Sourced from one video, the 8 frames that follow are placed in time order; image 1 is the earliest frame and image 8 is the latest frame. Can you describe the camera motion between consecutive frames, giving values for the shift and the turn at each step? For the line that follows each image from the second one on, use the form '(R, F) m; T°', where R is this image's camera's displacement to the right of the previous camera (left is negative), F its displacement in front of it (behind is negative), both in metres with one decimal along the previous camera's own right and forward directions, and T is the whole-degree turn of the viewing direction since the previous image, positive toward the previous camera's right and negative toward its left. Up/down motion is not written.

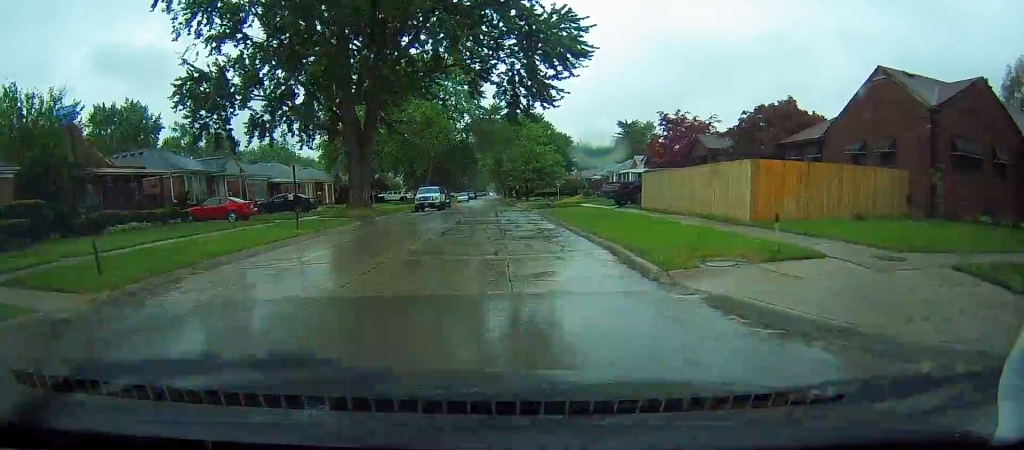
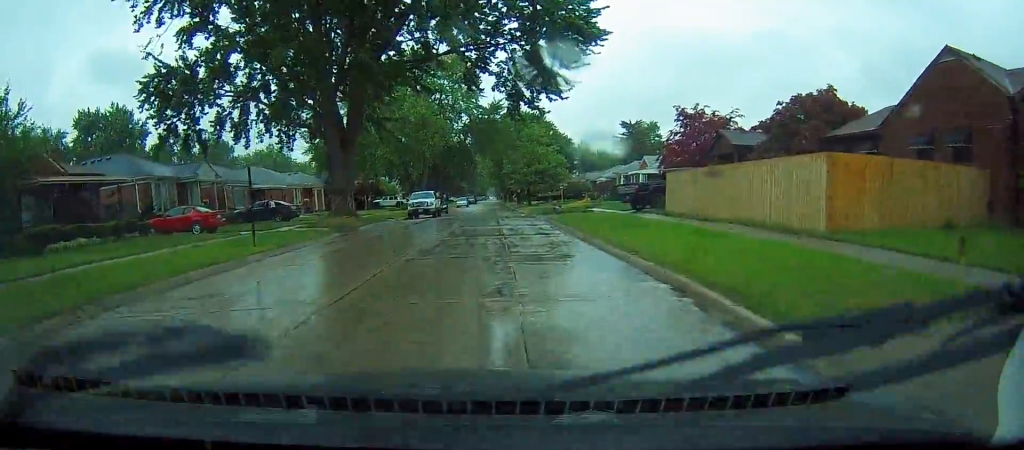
(0.0, +4.5) m; +1°
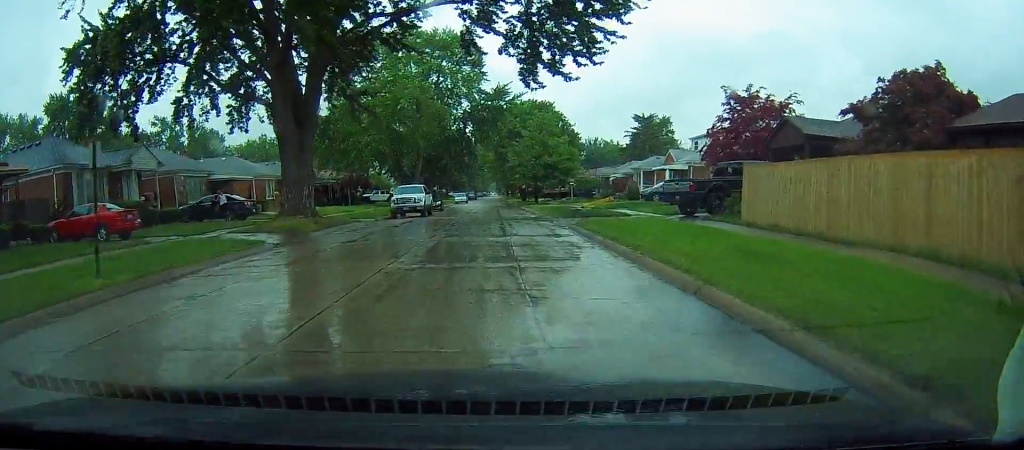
(+0.3, +8.5) m; 0°
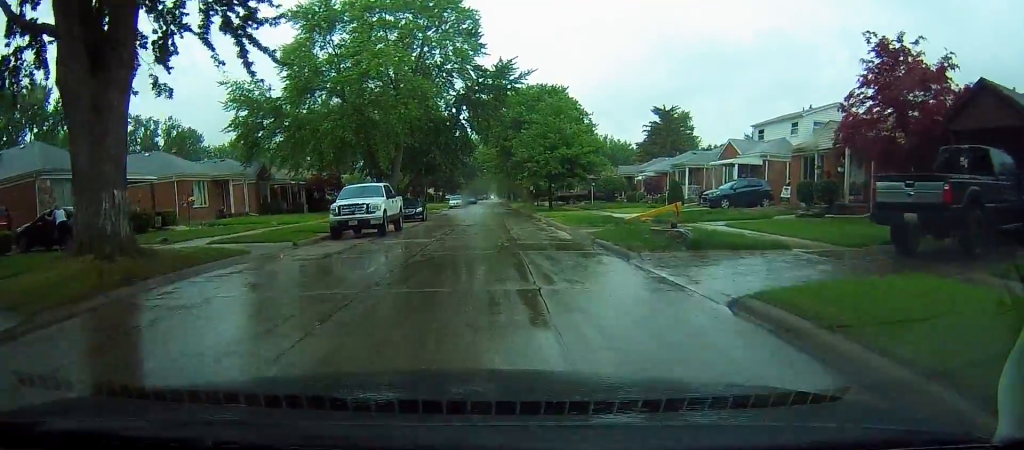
(0.0, +14.6) m; +2°
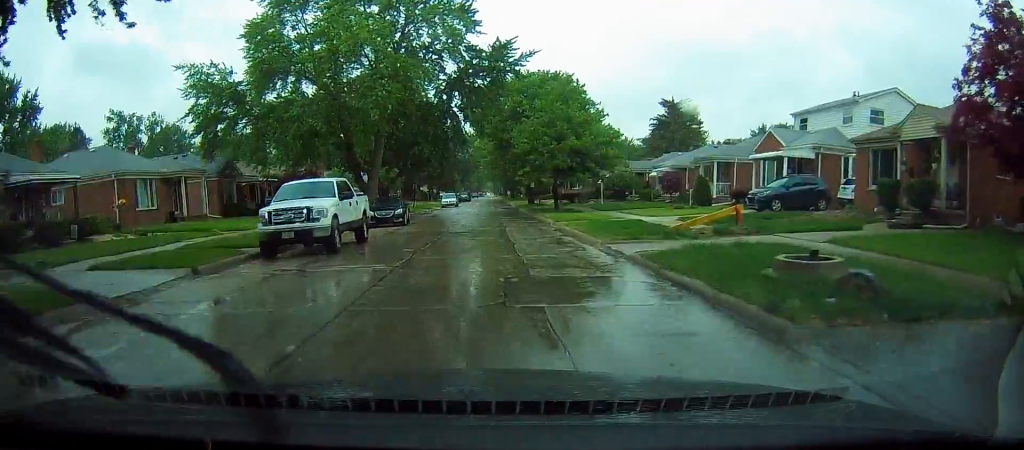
(+0.1, +7.0) m; 0°
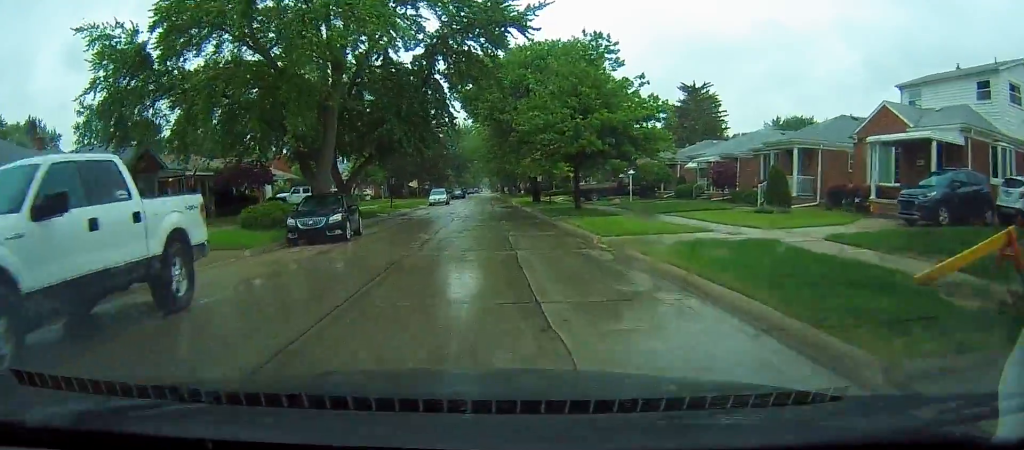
(-0.2, +12.1) m; -2°
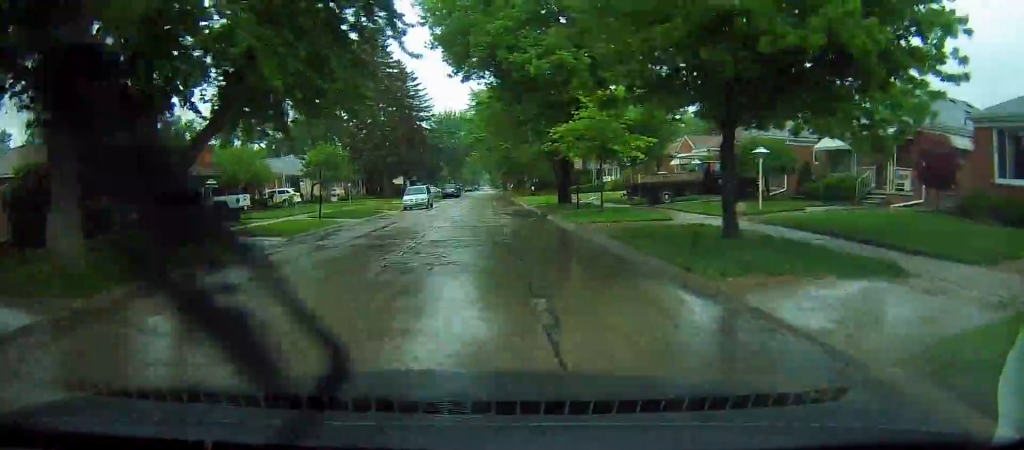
(+0.2, +20.7) m; +3°
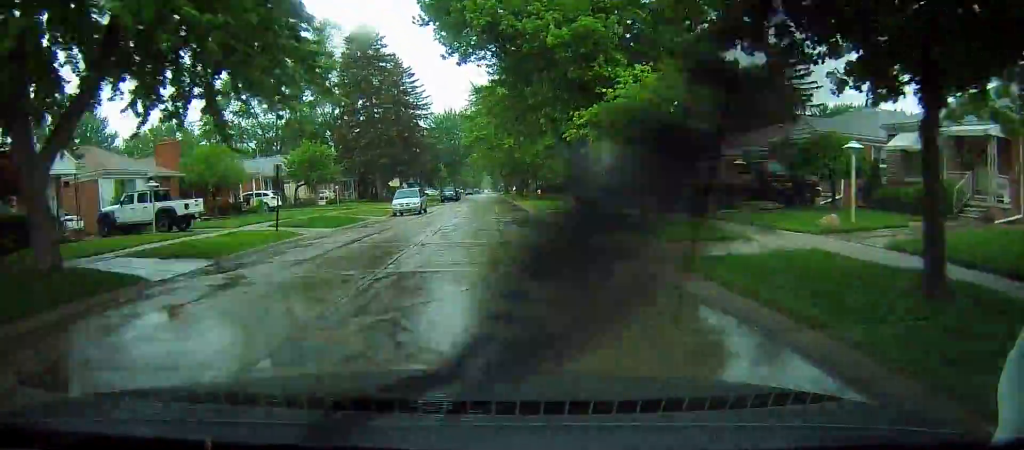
(0.0, +6.1) m; 0°
